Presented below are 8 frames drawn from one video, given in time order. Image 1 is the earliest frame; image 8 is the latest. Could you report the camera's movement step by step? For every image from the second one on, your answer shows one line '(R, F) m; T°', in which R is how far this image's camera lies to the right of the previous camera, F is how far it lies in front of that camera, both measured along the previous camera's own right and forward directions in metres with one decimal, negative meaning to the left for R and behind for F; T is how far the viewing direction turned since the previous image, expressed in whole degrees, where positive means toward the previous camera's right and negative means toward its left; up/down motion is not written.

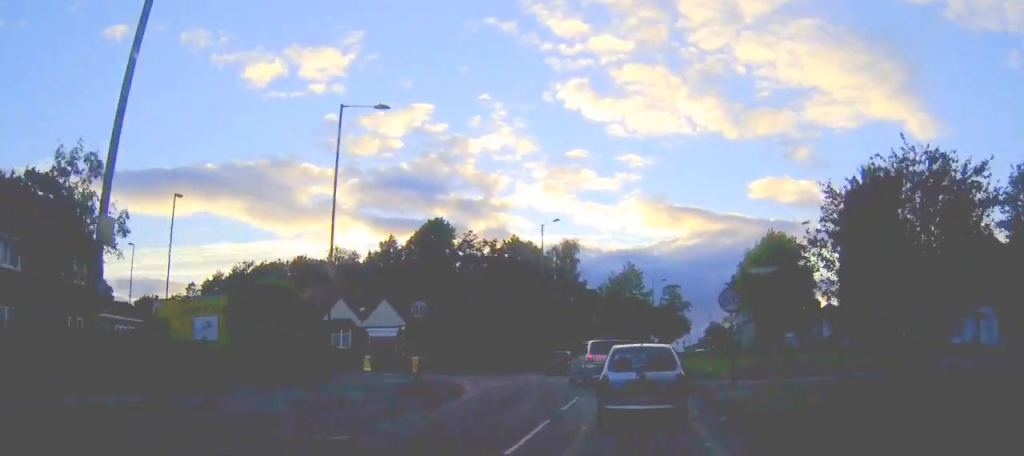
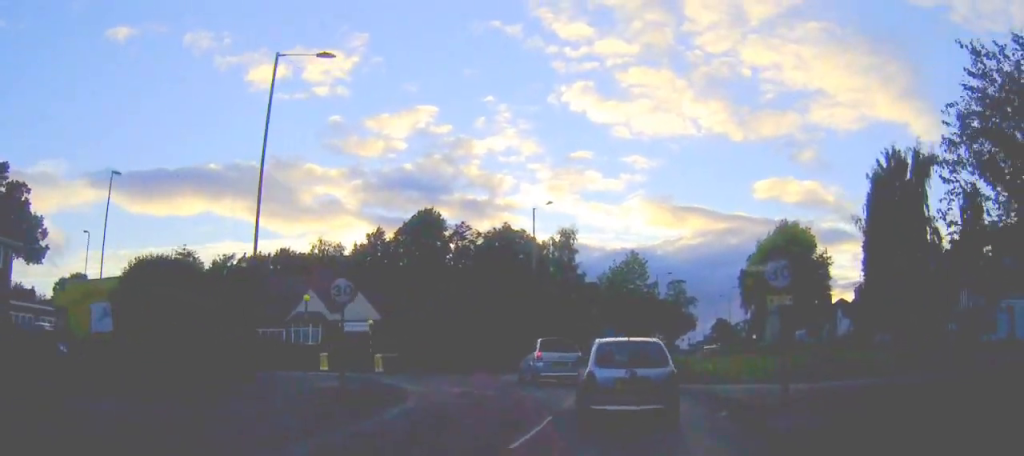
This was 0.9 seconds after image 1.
(0.0, +7.1) m; 0°
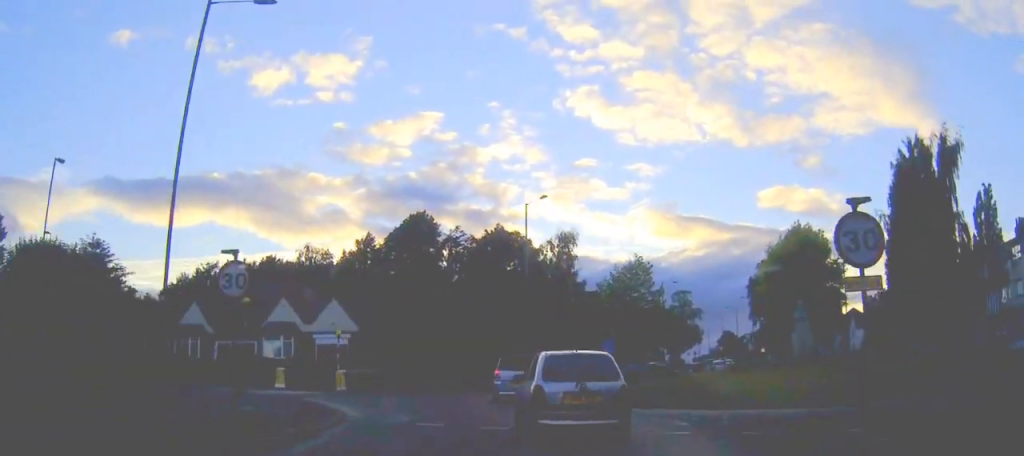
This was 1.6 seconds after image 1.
(0.0, +5.6) m; 0°
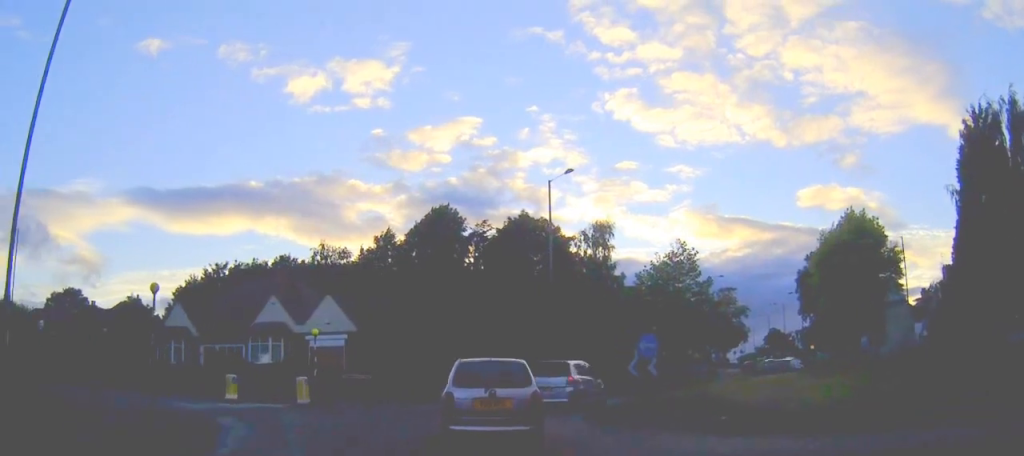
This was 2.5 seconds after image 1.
(0.0, +7.8) m; 0°
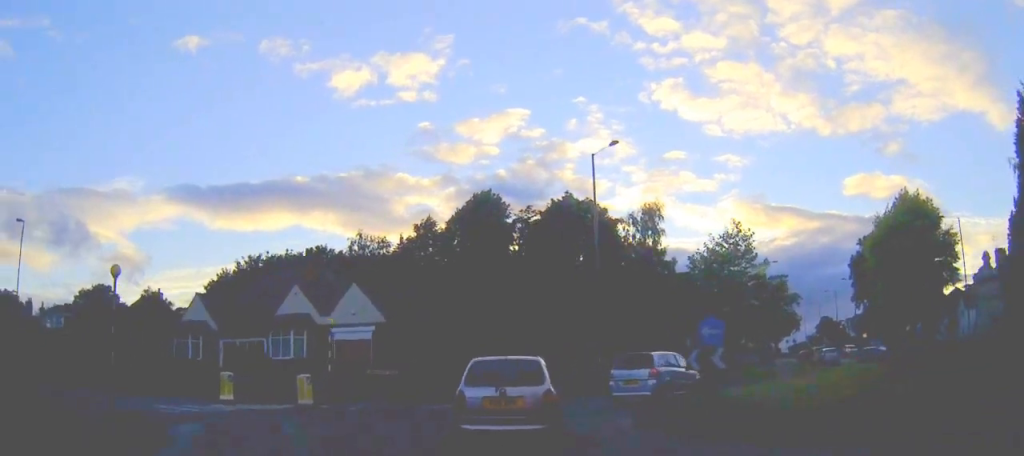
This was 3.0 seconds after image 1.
(0.0, +3.8) m; 0°
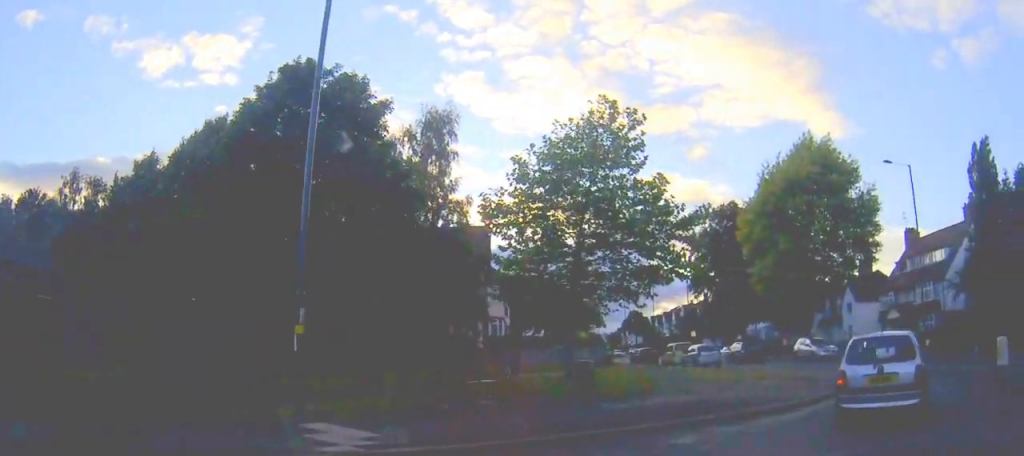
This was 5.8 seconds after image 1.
(-0.6, +23.4) m; +14°
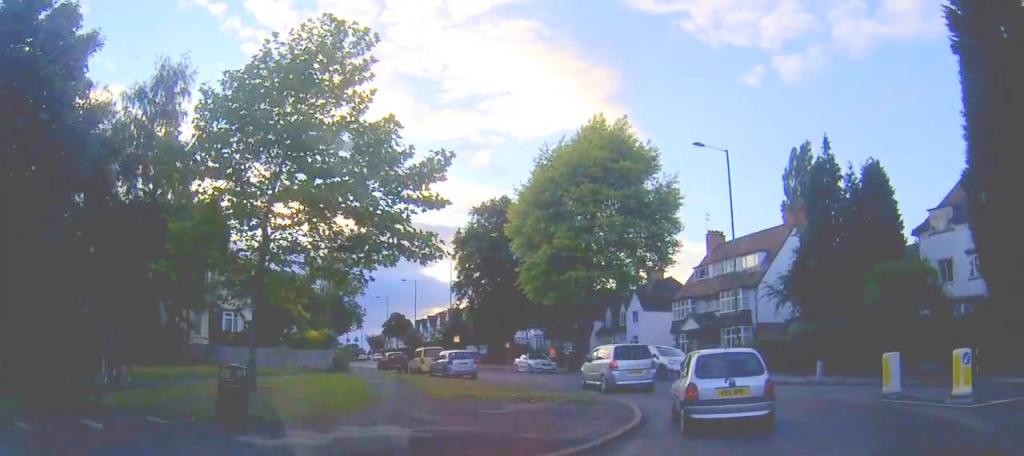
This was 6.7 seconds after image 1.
(+1.2, +6.9) m; +12°
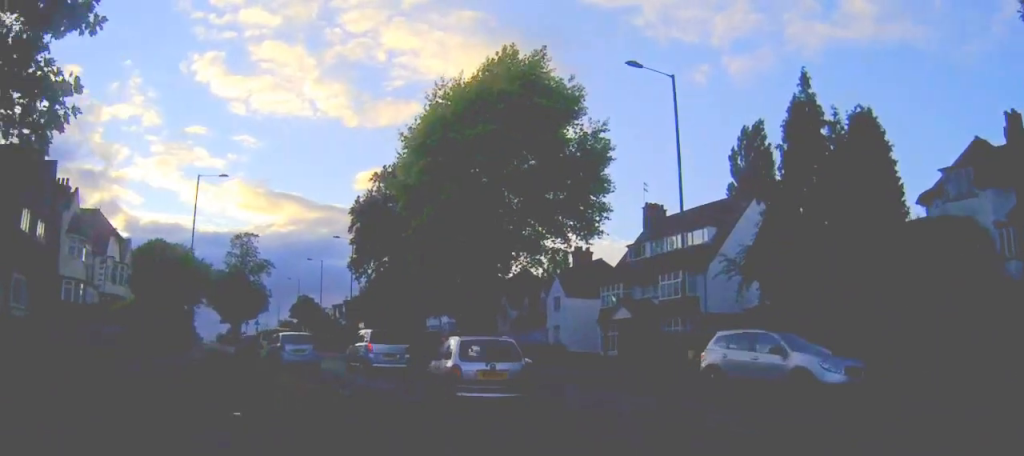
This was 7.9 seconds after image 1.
(+1.0, +10.8) m; +2°
